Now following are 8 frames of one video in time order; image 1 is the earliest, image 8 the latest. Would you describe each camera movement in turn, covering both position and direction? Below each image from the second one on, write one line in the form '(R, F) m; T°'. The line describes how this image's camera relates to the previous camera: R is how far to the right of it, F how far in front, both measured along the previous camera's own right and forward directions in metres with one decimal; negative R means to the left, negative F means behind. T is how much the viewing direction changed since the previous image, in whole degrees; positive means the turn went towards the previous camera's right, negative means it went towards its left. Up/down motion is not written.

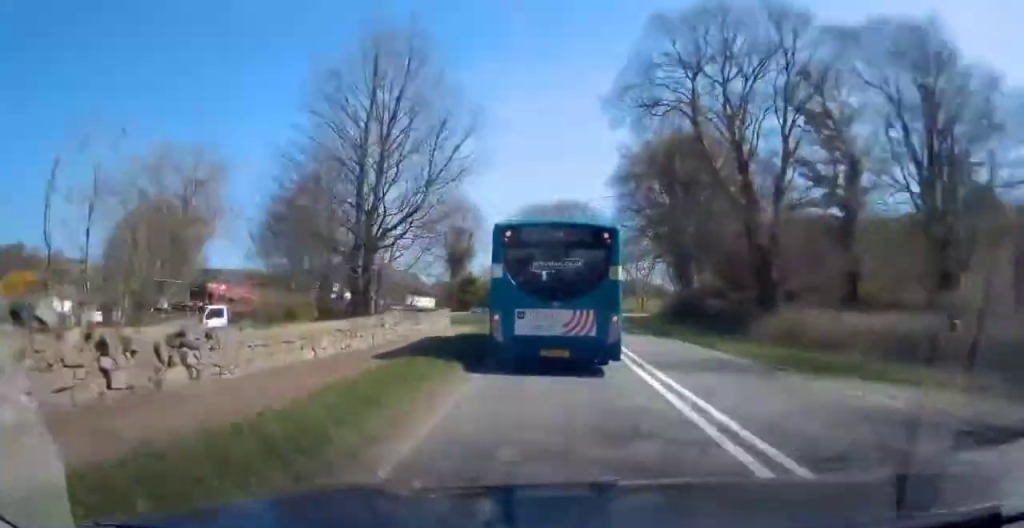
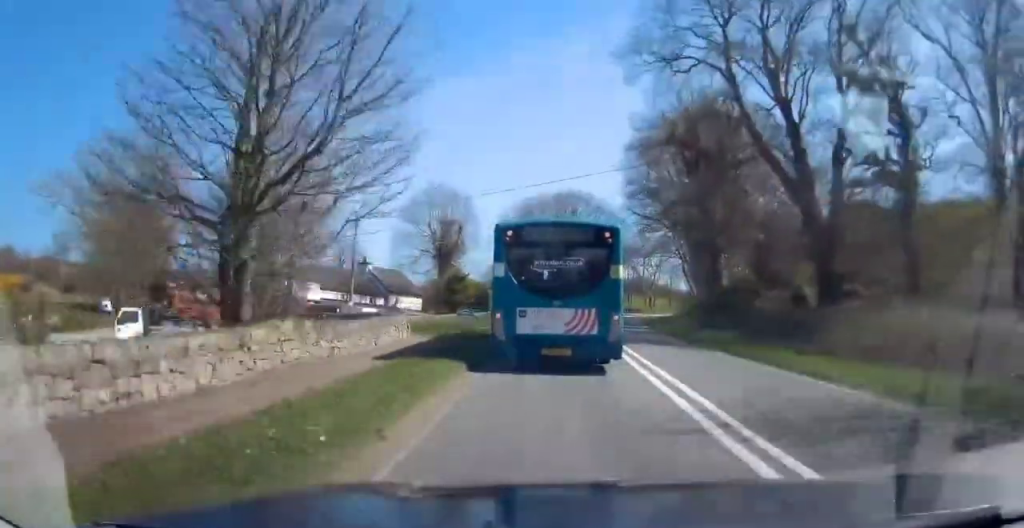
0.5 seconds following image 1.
(+0.4, +8.0) m; 0°
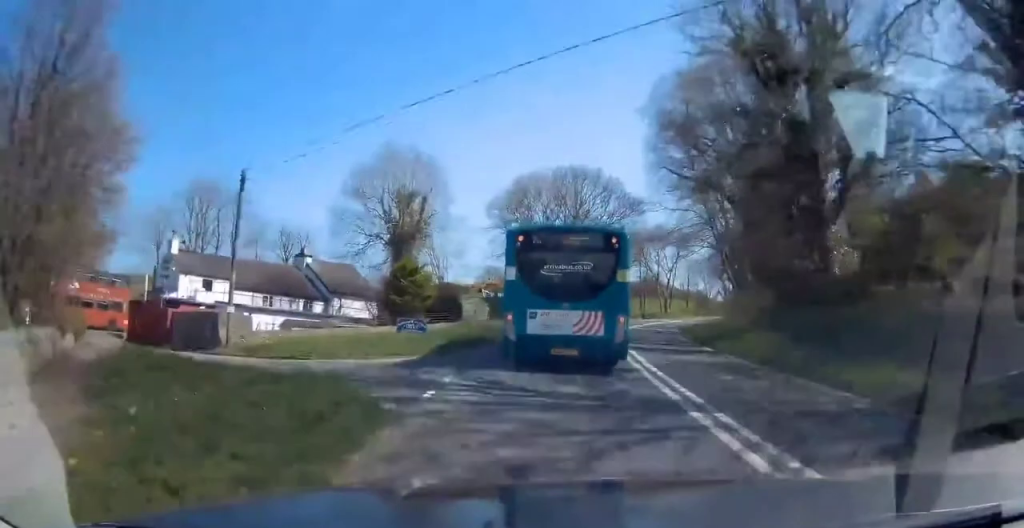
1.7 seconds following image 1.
(0.0, +17.2) m; +4°
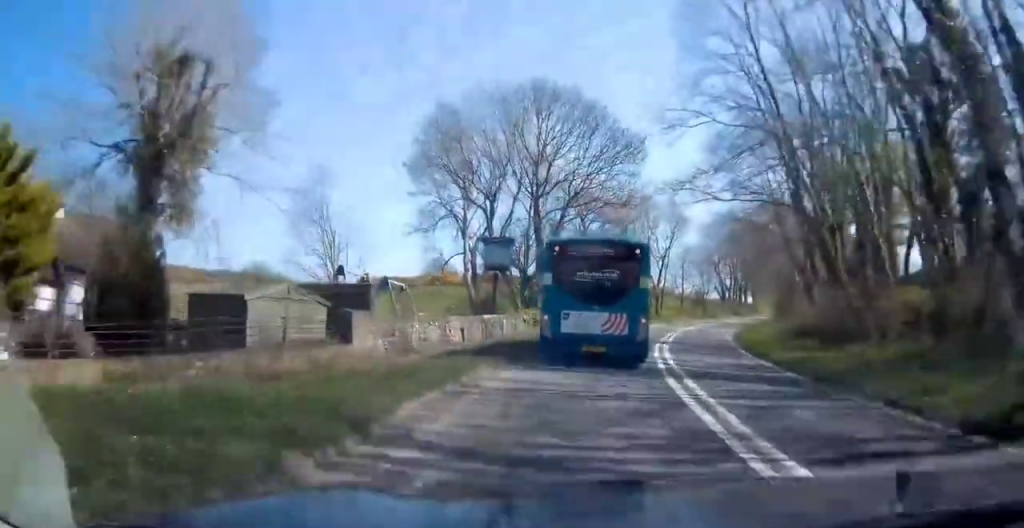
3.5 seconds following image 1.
(+3.4, +25.9) m; +11°
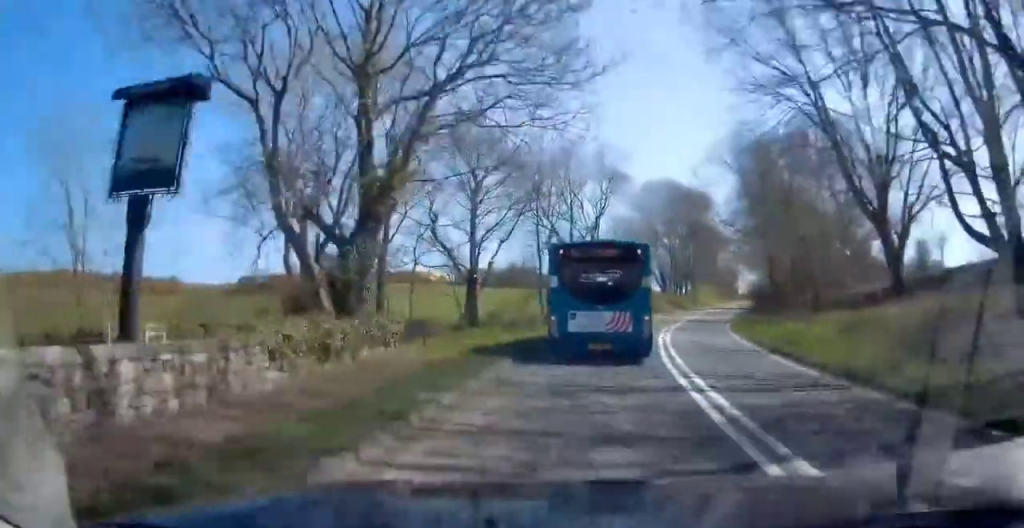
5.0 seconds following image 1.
(0.0, +21.3) m; 0°
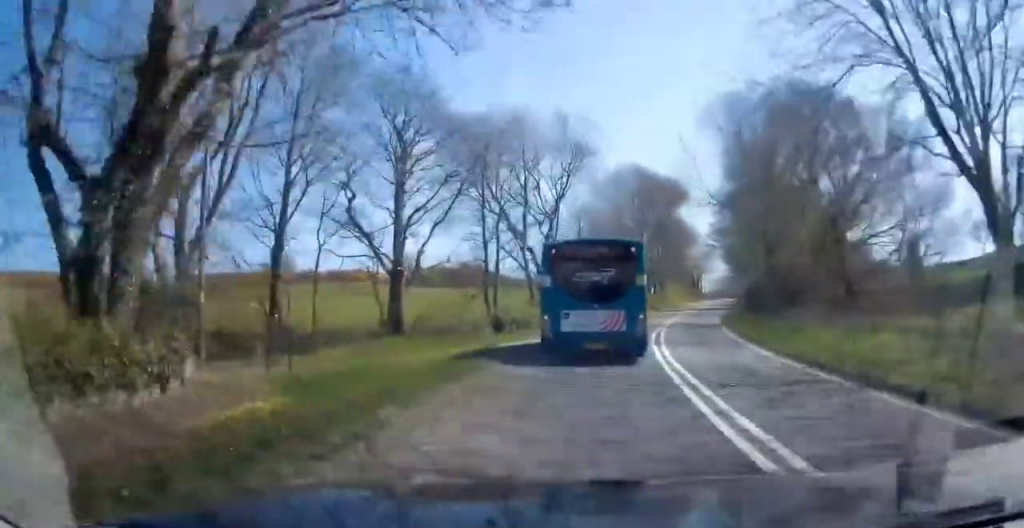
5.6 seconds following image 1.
(0.0, +8.5) m; 0°
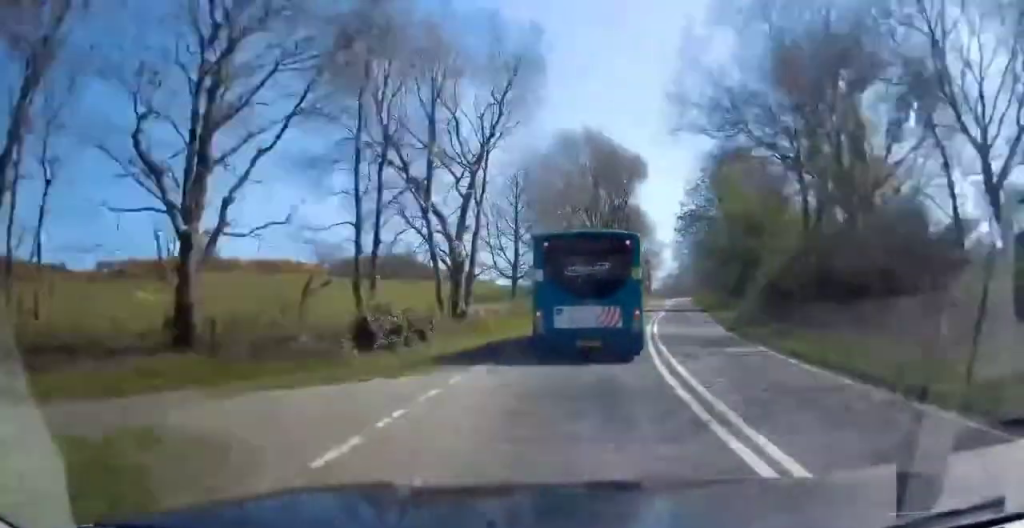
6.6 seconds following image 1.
(0.0, +13.2) m; 0°
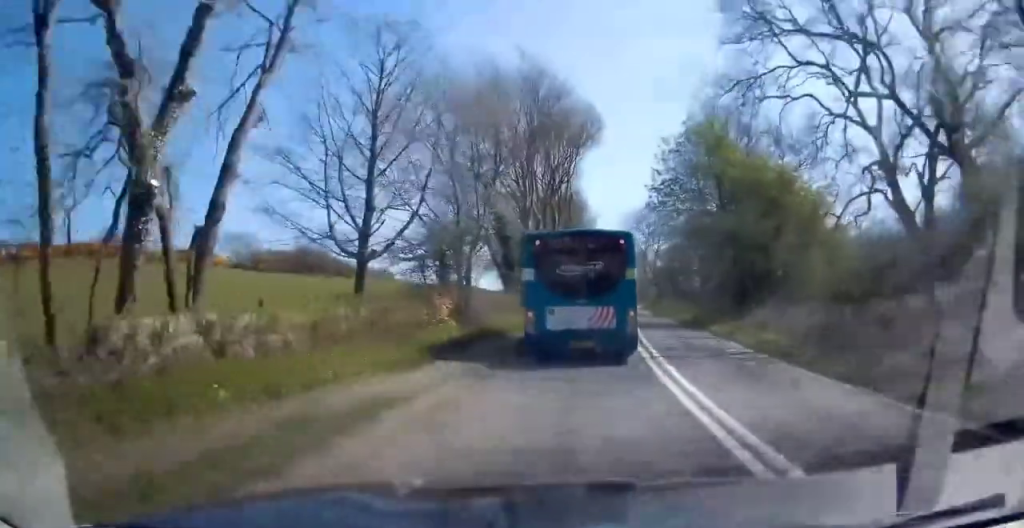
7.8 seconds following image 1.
(0.0, +16.9) m; 0°
